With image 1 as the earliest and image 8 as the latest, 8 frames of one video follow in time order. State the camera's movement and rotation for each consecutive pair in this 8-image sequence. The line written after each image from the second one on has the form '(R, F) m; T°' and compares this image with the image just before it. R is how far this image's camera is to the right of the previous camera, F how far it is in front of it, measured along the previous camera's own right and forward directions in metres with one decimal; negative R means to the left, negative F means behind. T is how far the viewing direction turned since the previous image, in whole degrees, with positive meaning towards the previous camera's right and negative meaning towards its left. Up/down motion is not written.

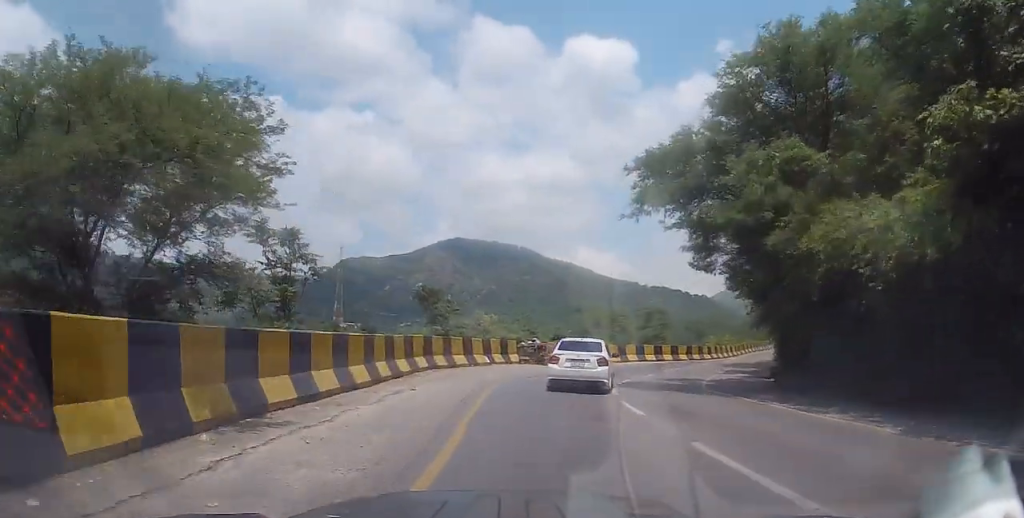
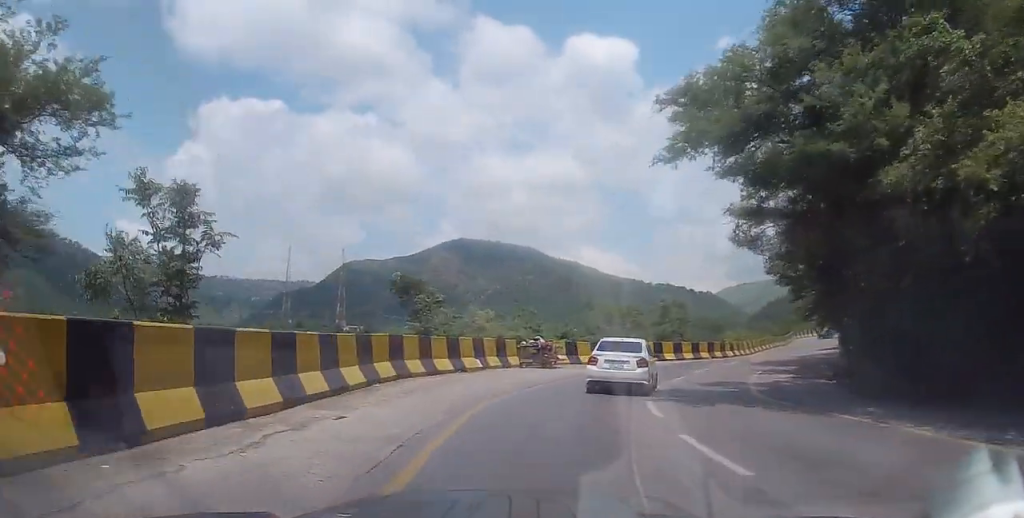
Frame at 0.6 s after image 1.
(0.0, +5.6) m; 0°
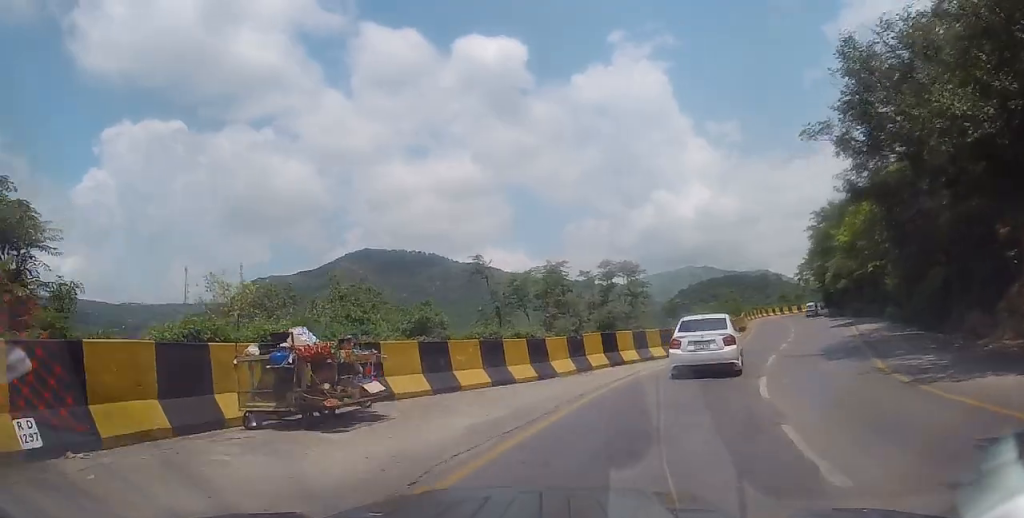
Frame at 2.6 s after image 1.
(+1.1, +18.5) m; +11°
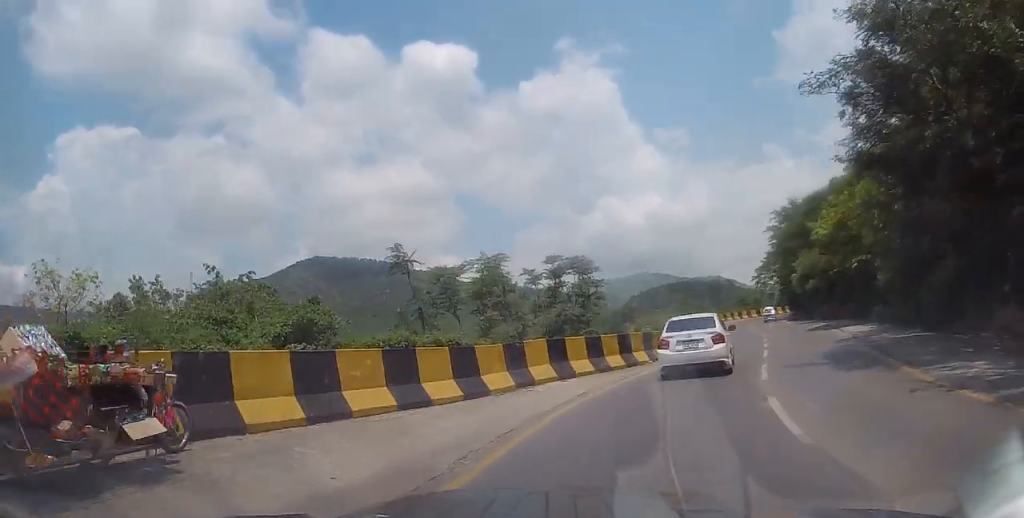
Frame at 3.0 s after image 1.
(+0.1, +4.0) m; +4°
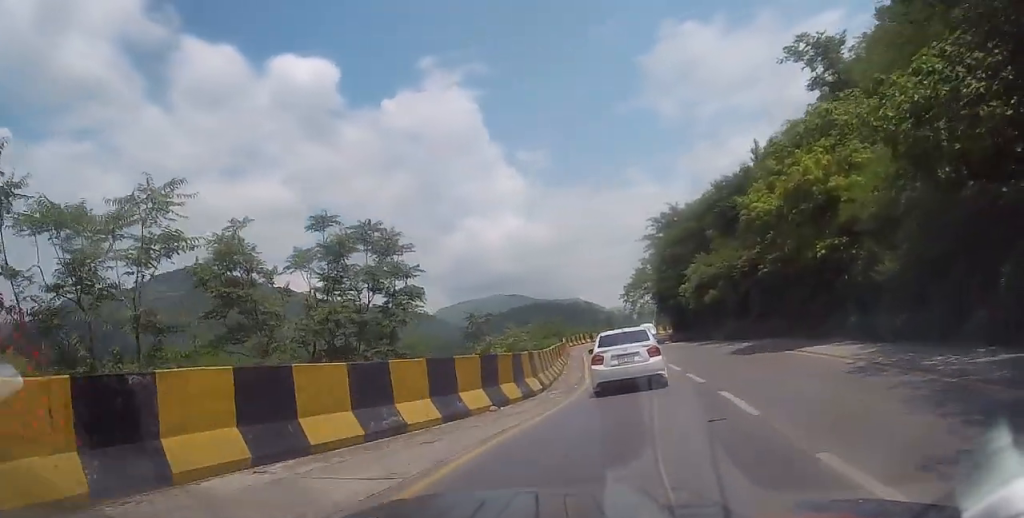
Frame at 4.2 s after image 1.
(+1.0, +10.9) m; +11°
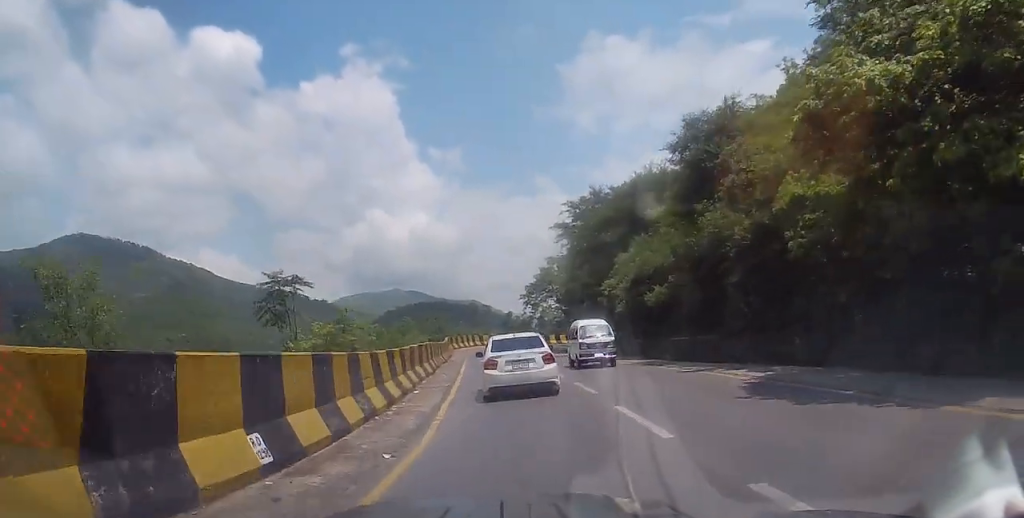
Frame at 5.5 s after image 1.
(+1.5, +12.5) m; +6°
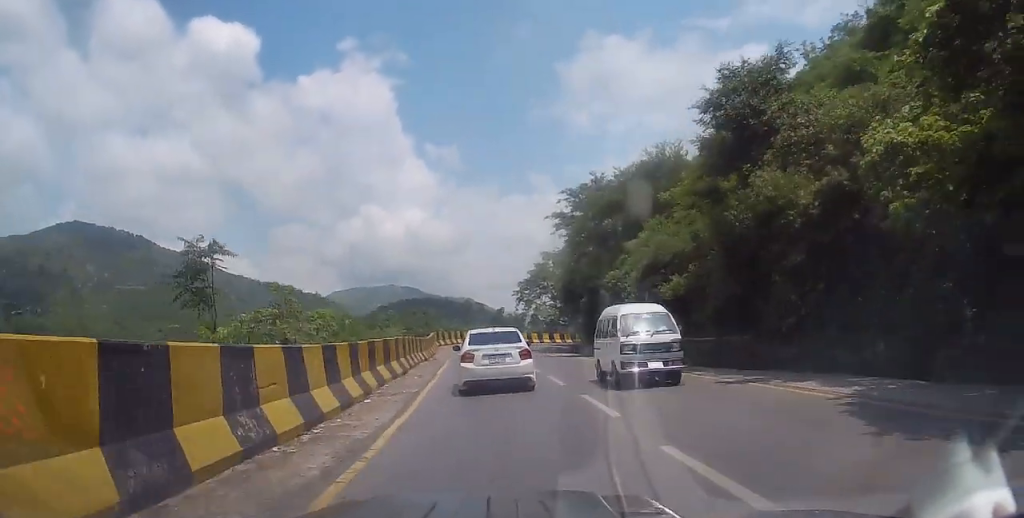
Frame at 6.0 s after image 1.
(+0.2, +4.4) m; -1°
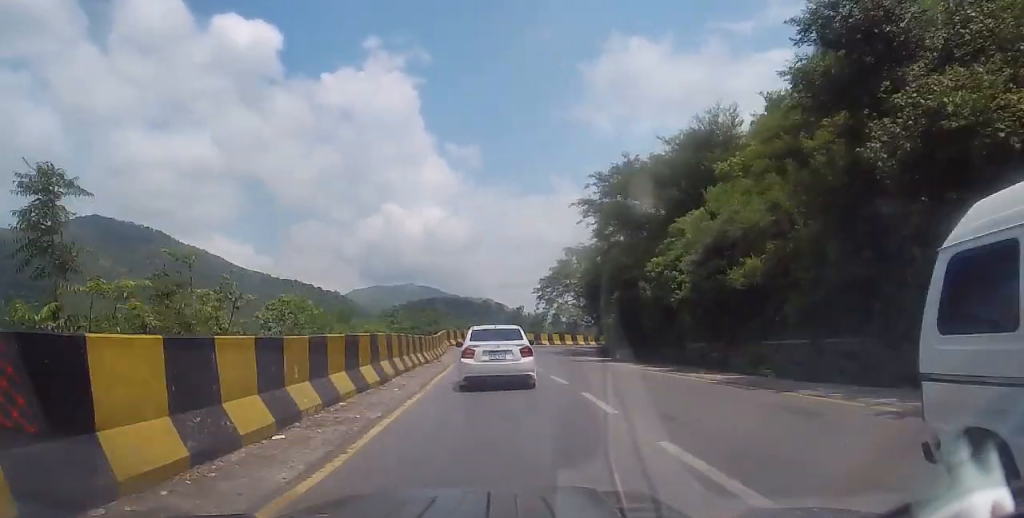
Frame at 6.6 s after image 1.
(-0.4, +5.8) m; -2°
